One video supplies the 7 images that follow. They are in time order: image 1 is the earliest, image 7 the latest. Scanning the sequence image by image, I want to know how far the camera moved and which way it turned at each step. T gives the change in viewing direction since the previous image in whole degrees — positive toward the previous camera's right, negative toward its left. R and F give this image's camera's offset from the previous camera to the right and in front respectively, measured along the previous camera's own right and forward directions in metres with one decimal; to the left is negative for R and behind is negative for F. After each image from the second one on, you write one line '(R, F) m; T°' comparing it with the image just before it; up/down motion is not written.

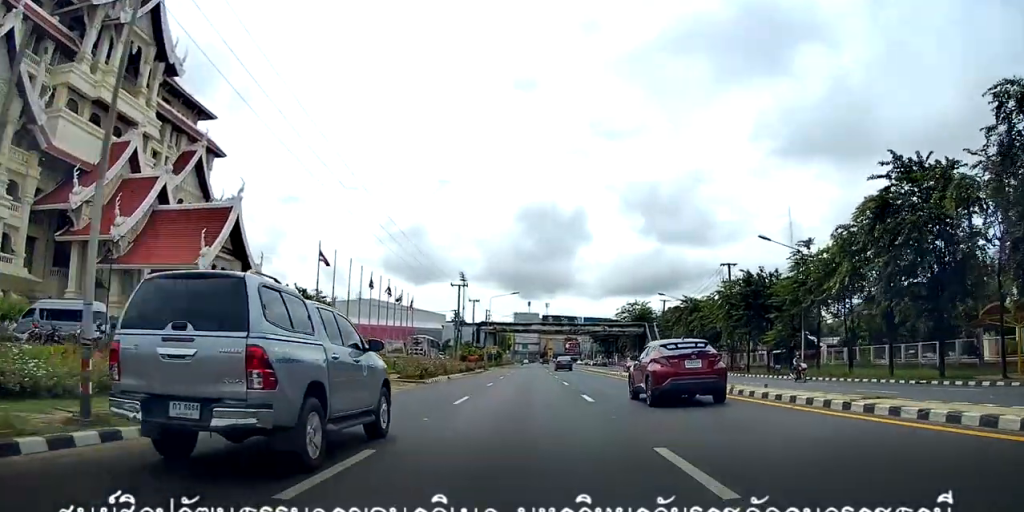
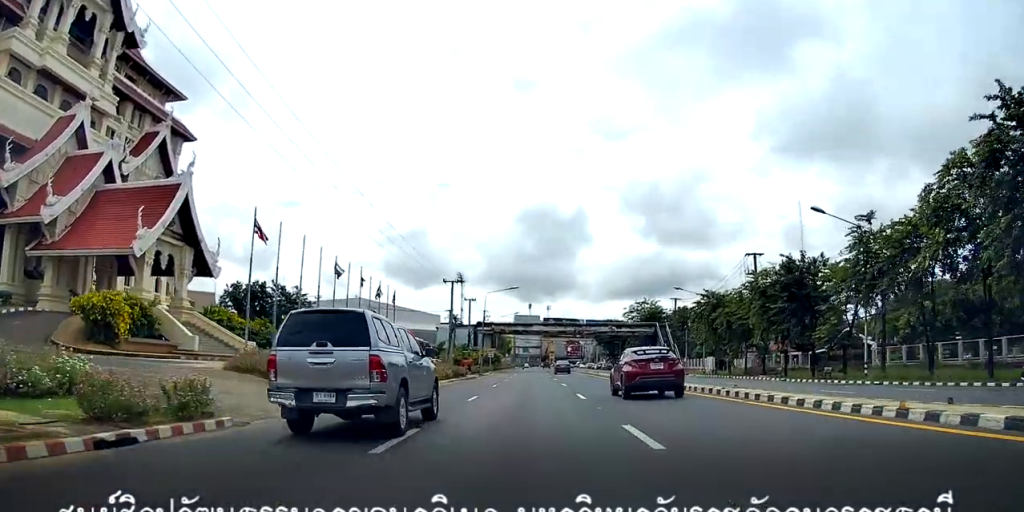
(+0.3, +9.1) m; +1°
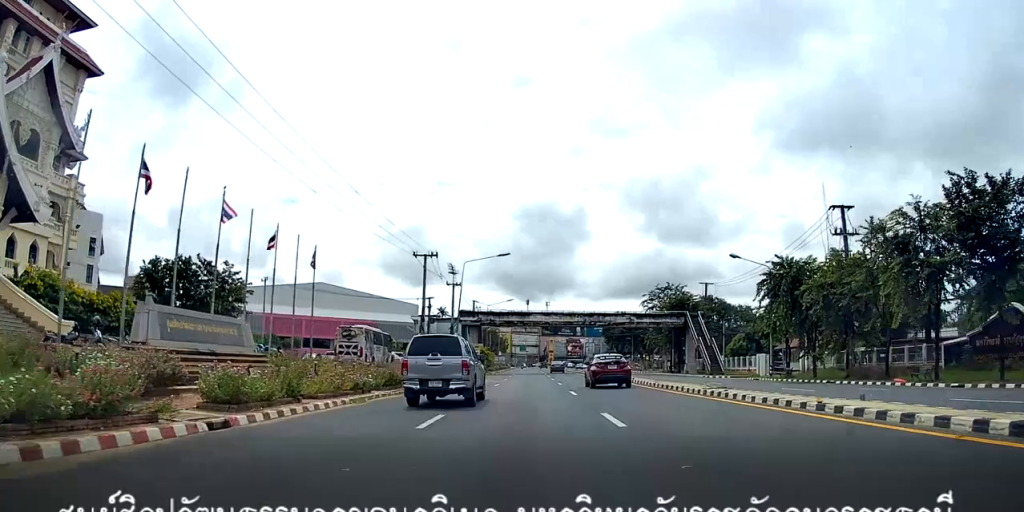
(-0.1, +21.4) m; -2°
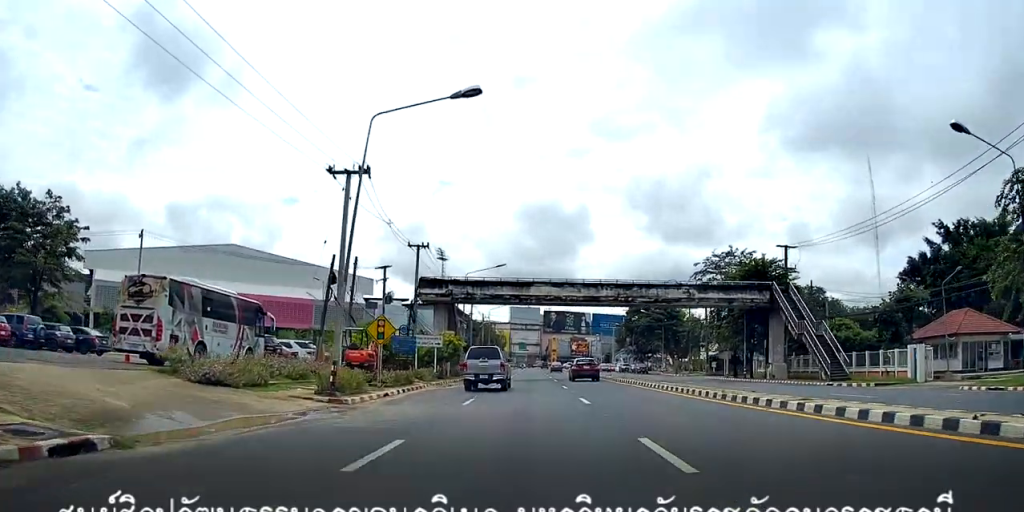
(0.0, +28.8) m; +2°
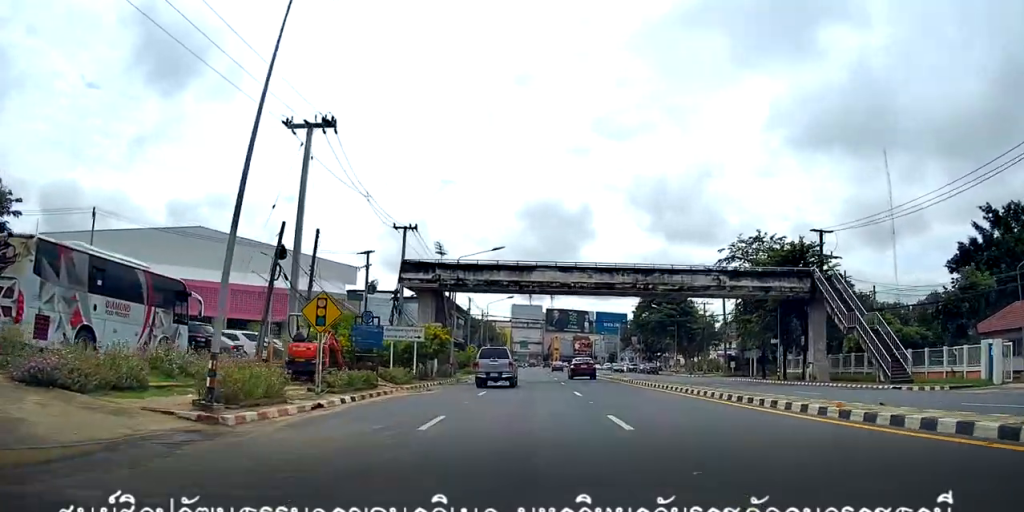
(0.0, +7.5) m; 0°
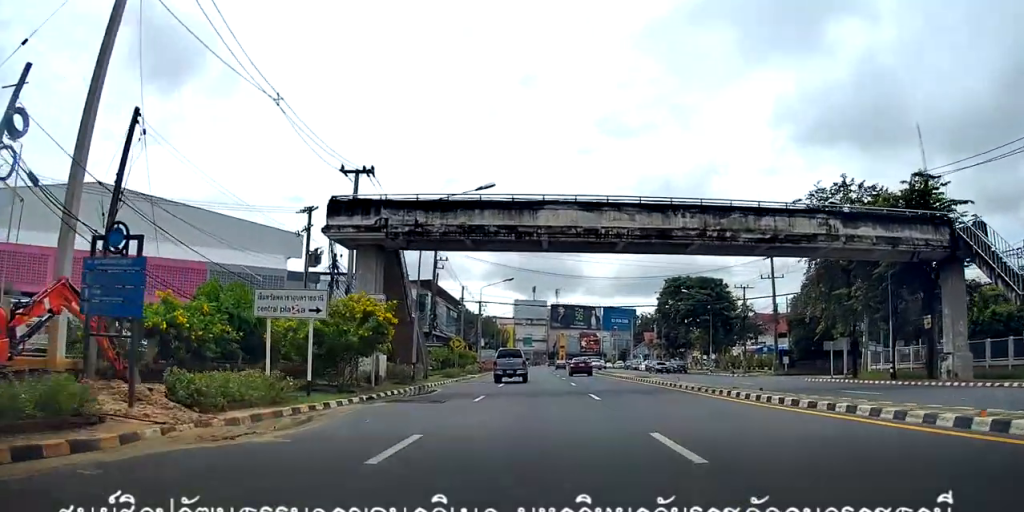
(0.0, +15.9) m; 0°
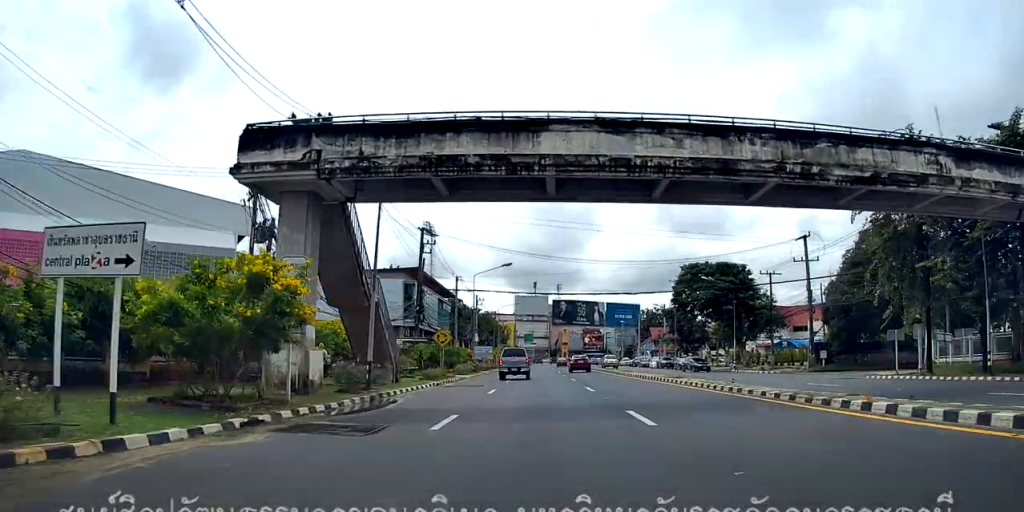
(0.0, +8.1) m; 0°
